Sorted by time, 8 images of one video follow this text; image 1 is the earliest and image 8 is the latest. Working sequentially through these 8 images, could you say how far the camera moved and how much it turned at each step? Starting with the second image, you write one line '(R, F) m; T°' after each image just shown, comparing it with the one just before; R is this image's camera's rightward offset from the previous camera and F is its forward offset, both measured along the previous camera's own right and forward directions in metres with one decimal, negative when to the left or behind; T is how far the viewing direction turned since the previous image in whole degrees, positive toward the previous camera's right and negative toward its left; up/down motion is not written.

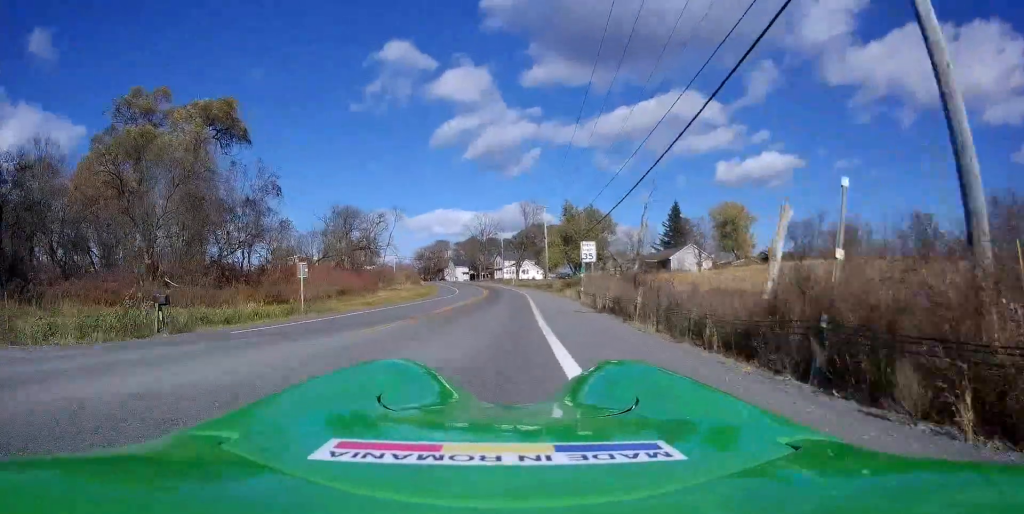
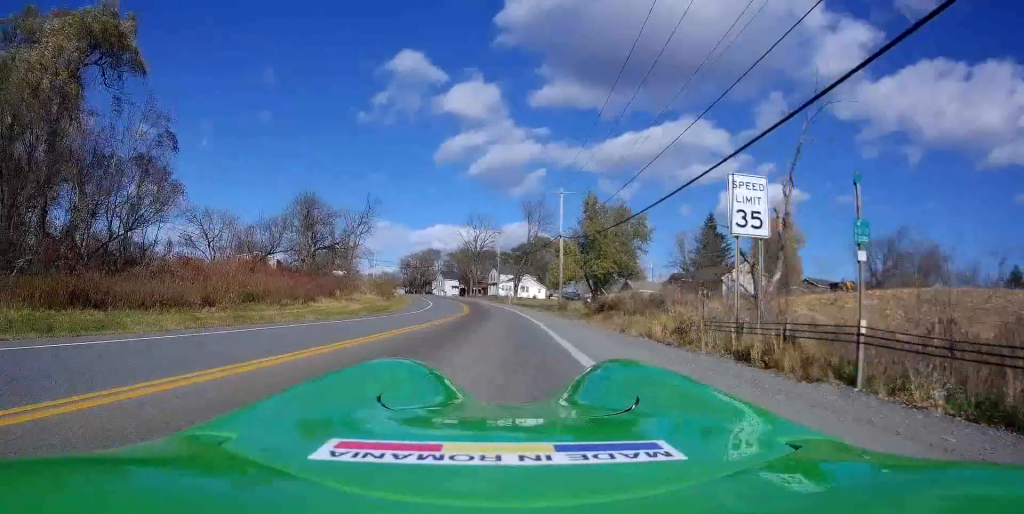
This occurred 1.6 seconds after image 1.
(+7.0, +23.8) m; +12°
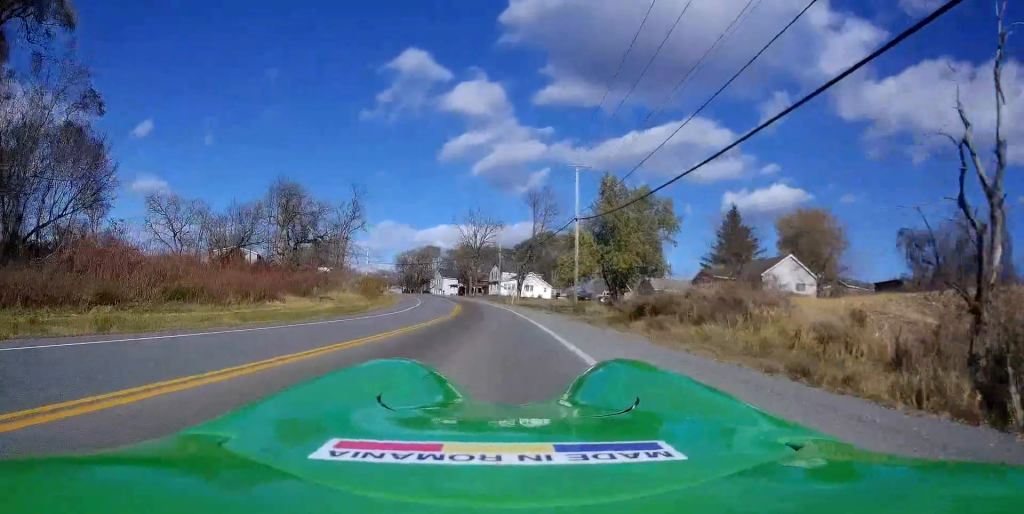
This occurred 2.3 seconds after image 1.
(-1.2, +11.7) m; -8°
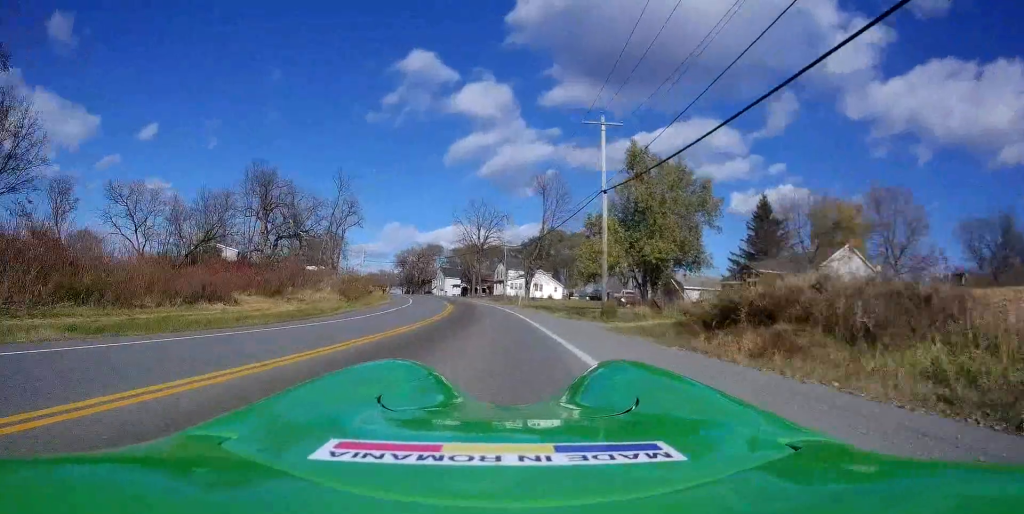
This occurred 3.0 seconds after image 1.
(-0.6, +10.8) m; -1°
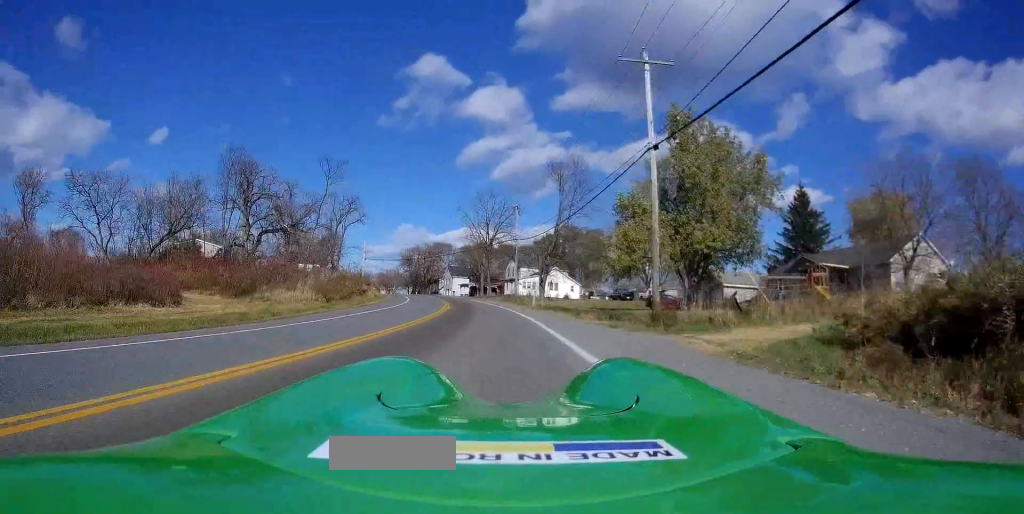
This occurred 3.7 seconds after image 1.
(+0.1, +9.8) m; 0°
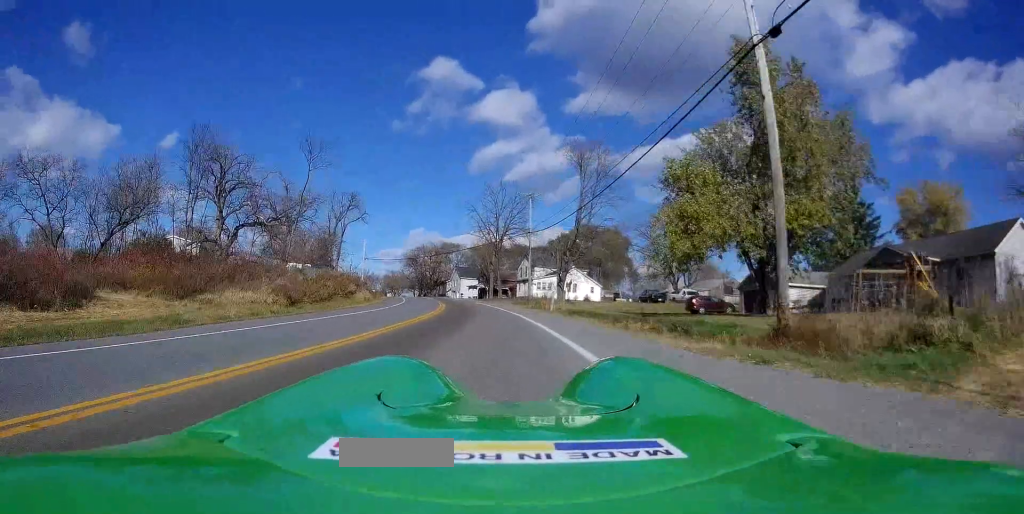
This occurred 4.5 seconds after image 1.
(+0.1, +10.8) m; -1°
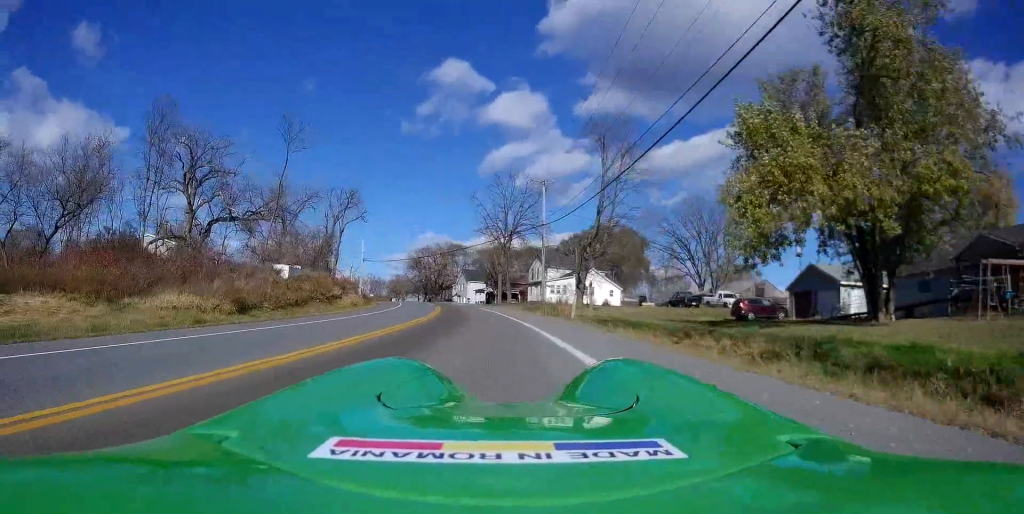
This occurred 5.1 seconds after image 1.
(-0.1, +8.8) m; -2°
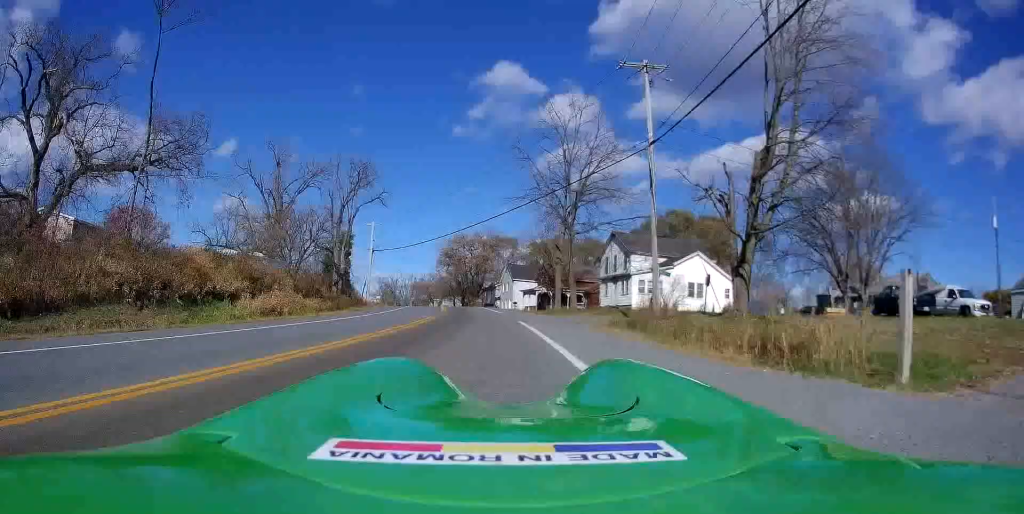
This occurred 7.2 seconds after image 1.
(-1.4, +28.0) m; -4°
